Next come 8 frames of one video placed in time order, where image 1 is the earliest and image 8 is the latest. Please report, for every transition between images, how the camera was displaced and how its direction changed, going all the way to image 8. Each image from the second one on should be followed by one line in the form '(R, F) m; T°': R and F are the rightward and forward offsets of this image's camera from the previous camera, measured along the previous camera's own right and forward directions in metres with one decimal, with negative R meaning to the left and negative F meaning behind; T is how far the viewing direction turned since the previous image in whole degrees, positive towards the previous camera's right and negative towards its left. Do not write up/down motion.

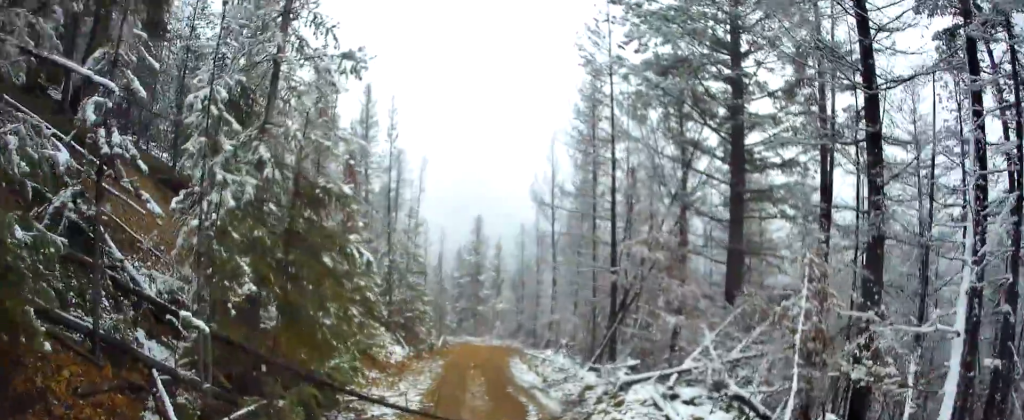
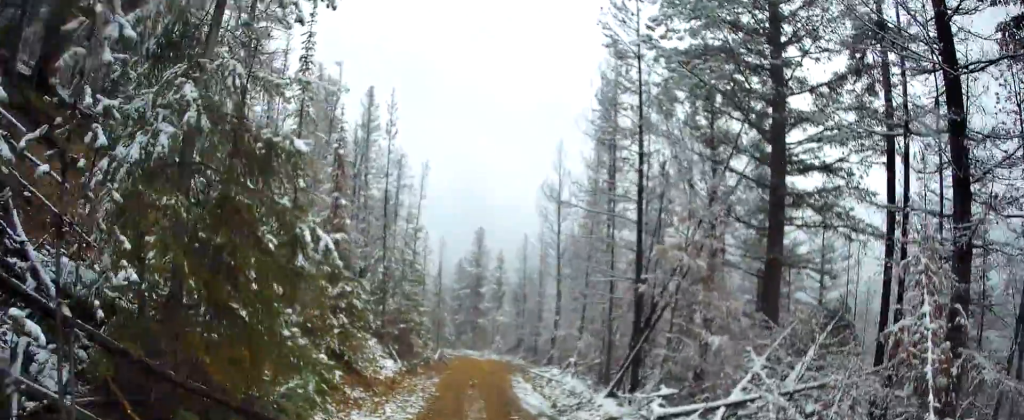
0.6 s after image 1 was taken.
(0.0, +2.2) m; +2°
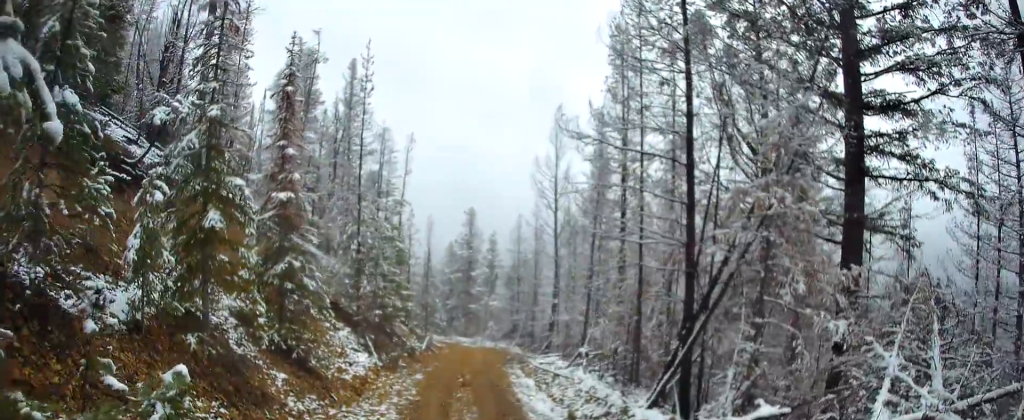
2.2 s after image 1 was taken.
(+0.5, +4.4) m; +7°
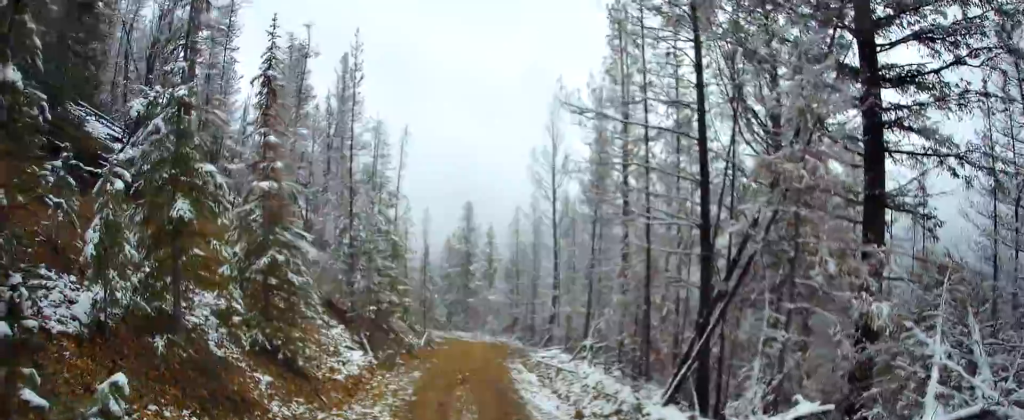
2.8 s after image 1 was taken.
(0.0, +1.1) m; 0°
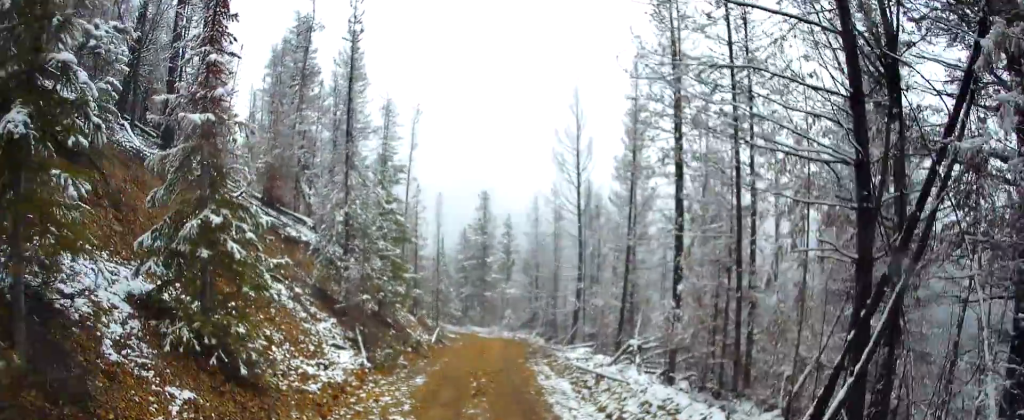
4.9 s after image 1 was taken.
(0.0, +3.4) m; 0°
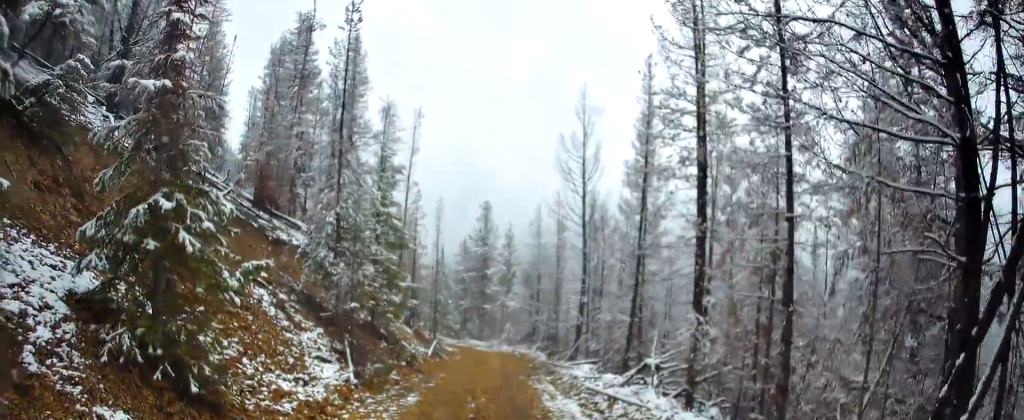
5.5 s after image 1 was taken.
(0.0, +1.0) m; 0°
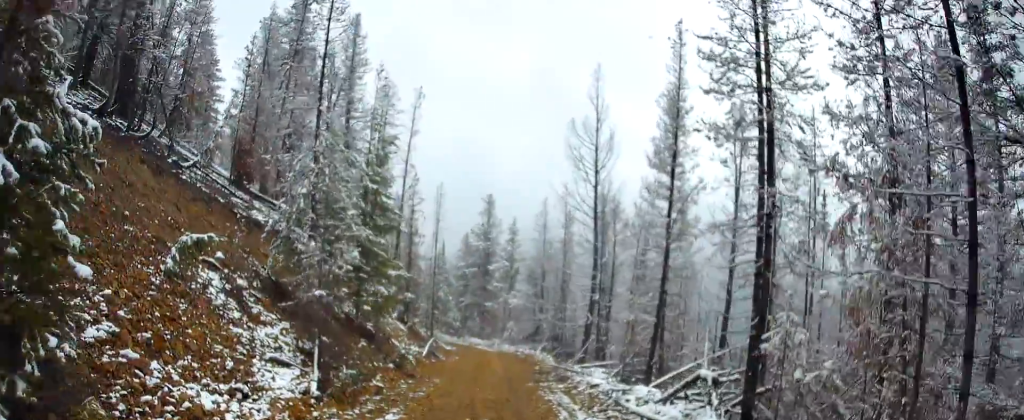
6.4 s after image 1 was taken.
(0.0, +1.9) m; 0°
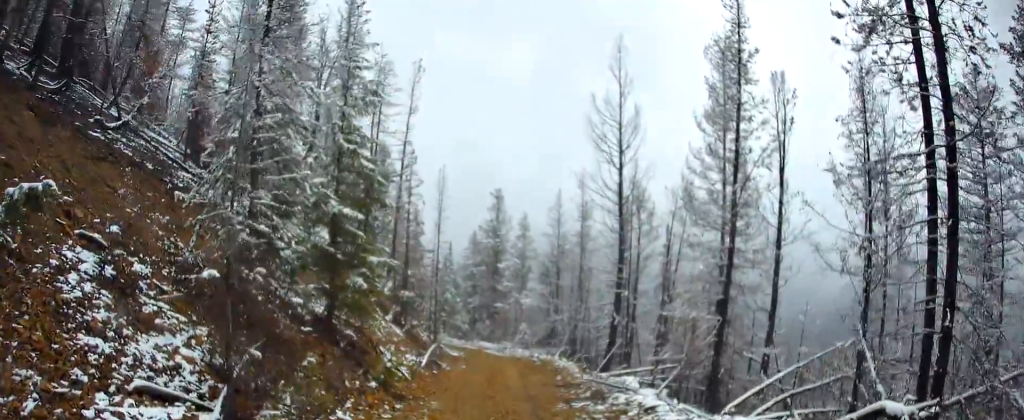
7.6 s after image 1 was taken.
(0.0, +3.8) m; 0°
